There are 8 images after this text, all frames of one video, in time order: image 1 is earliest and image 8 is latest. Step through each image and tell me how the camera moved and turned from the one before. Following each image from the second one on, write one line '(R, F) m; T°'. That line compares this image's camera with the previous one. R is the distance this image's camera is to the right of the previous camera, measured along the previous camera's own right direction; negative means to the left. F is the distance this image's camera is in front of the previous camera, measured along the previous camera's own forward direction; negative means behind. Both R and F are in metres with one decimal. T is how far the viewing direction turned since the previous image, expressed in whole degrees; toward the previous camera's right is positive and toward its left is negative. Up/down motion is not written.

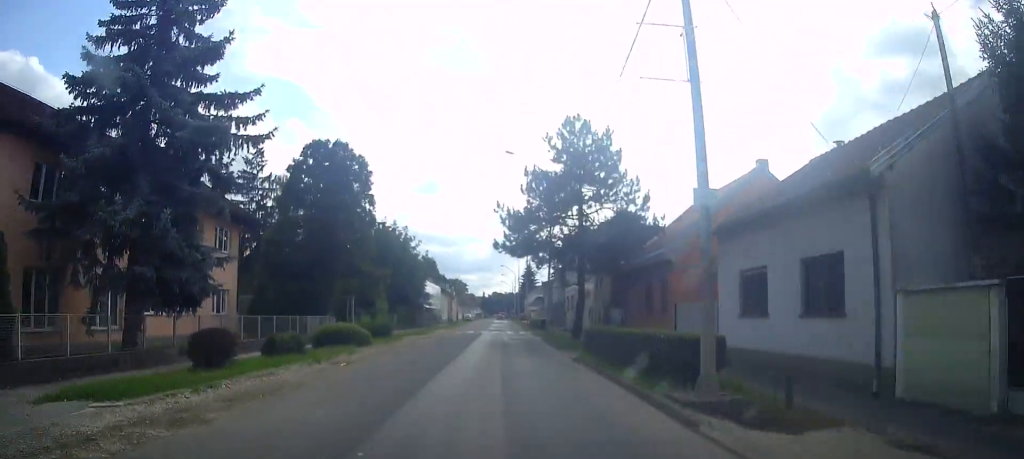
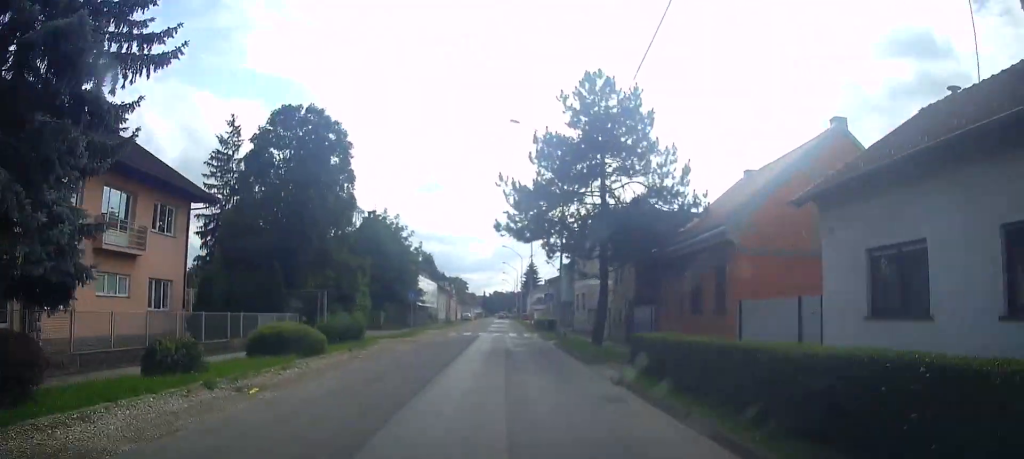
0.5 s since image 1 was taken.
(-0.2, +6.4) m; 0°
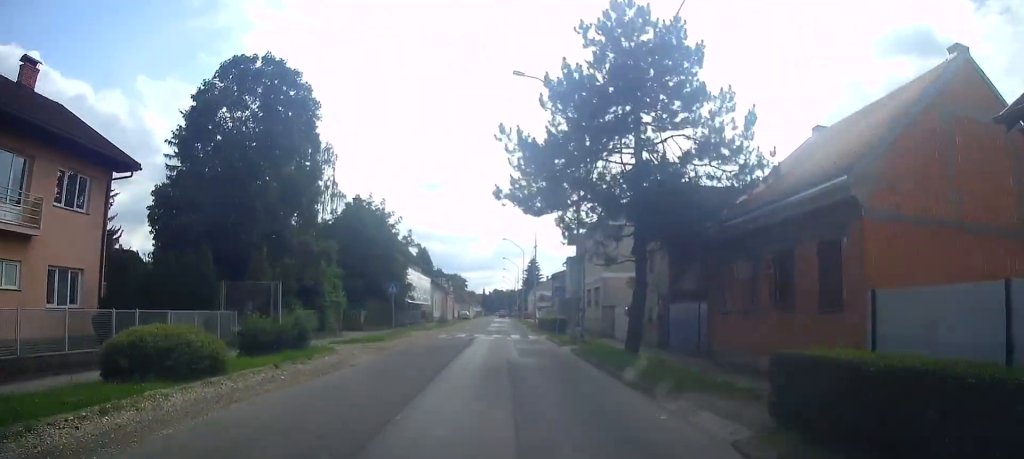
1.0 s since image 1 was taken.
(0.0, +6.7) m; +1°
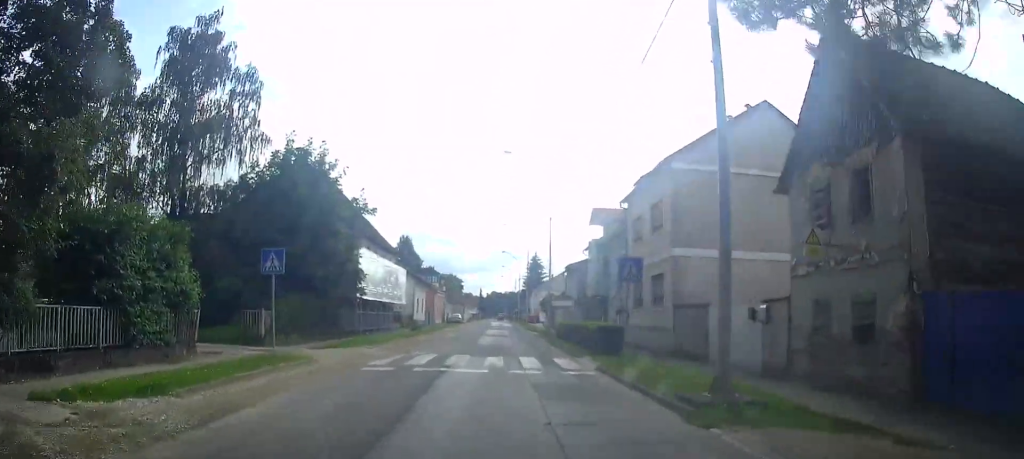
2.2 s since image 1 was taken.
(+0.8, +16.7) m; +3°
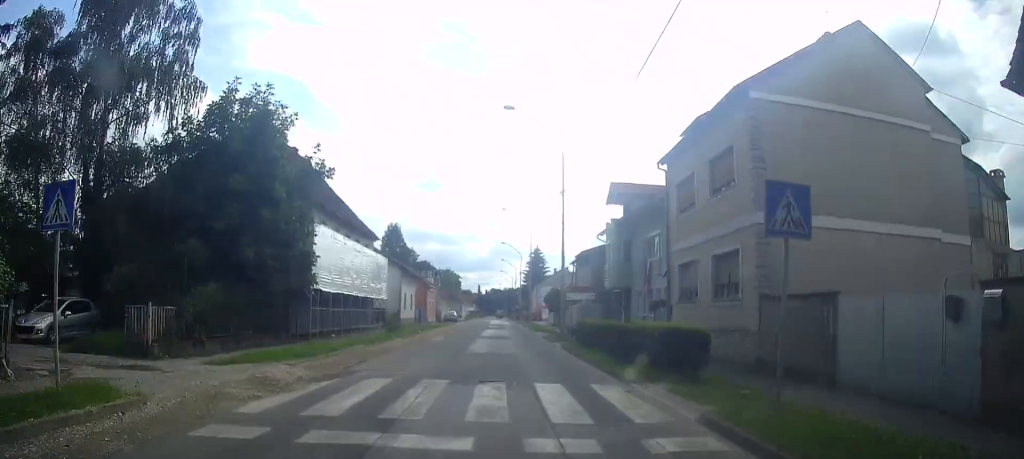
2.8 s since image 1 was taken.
(+0.3, +8.0) m; 0°
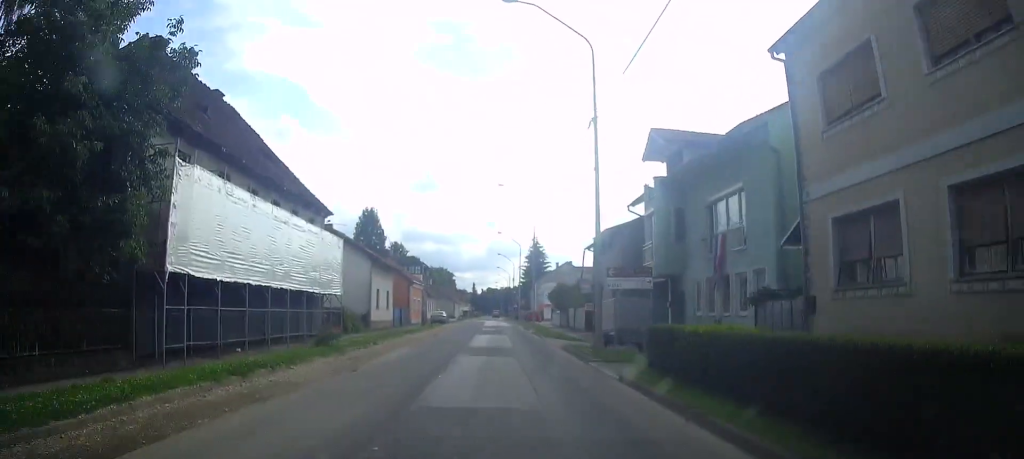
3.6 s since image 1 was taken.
(-0.3, +11.5) m; -3°
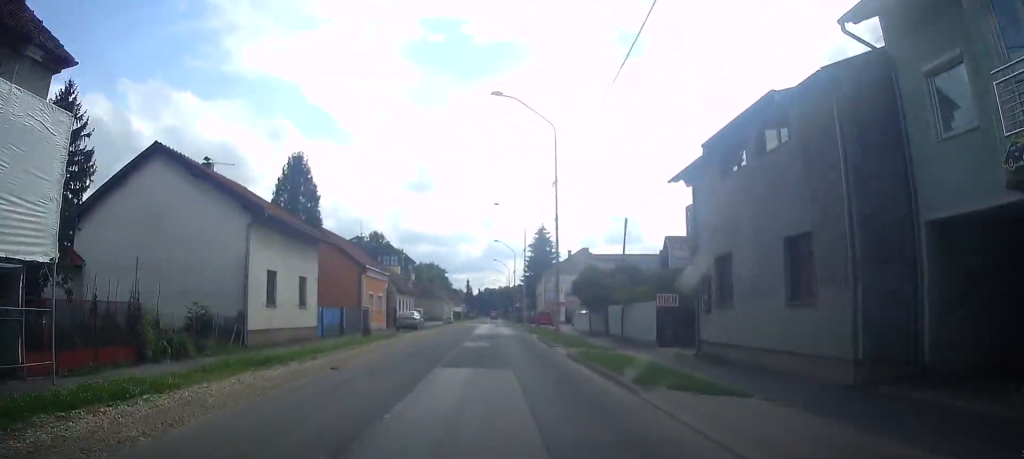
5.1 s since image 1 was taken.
(-0.4, +21.1) m; 0°
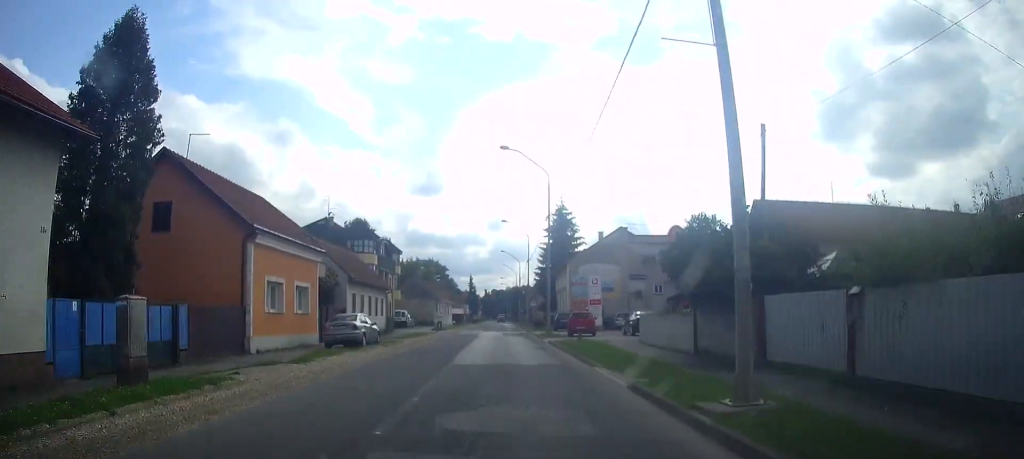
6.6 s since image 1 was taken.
(+0.4, +20.4) m; +1°
